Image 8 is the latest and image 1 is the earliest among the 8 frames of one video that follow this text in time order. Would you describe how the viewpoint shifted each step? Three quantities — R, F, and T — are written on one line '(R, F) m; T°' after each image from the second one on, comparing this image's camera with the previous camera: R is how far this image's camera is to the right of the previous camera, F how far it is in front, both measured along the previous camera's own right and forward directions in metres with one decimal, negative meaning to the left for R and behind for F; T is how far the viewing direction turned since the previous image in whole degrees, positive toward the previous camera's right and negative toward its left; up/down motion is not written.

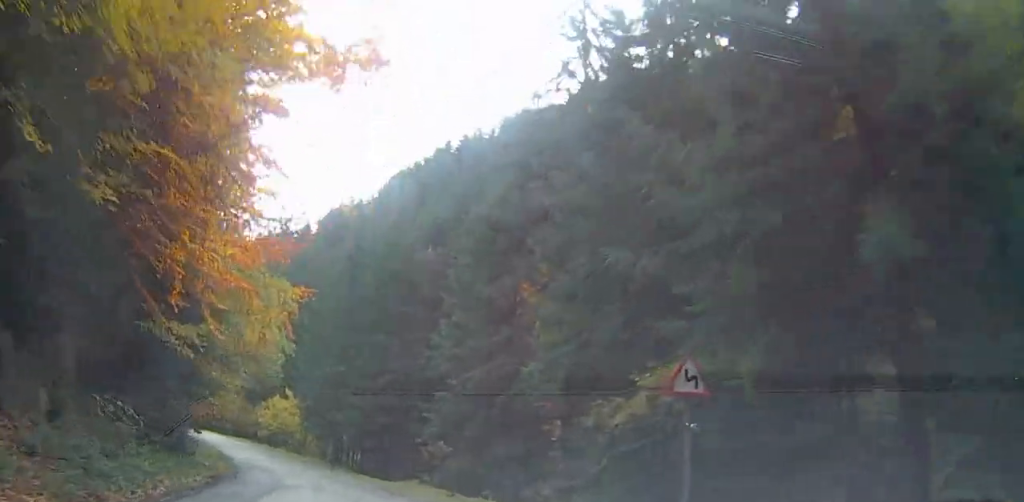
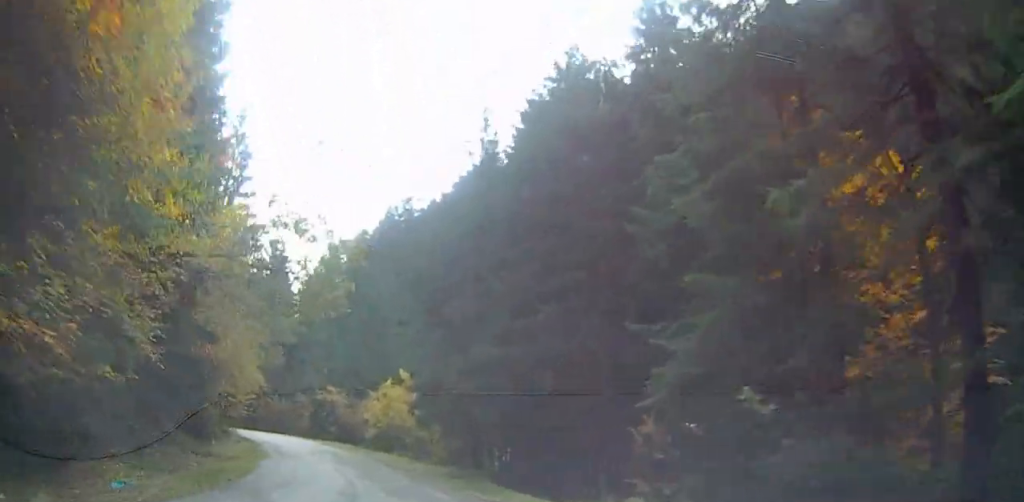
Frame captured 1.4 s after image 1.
(-0.9, +18.1) m; -9°
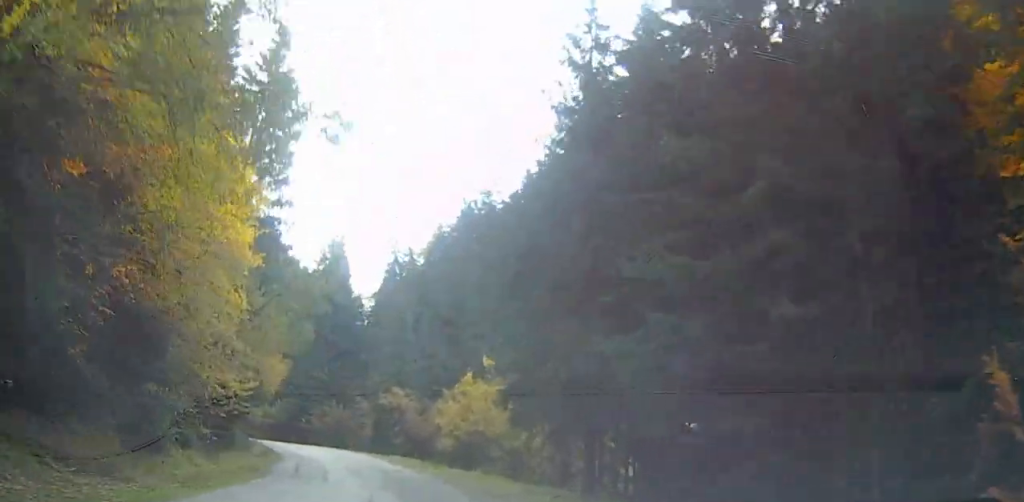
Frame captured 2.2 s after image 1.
(-1.1, +10.9) m; -6°
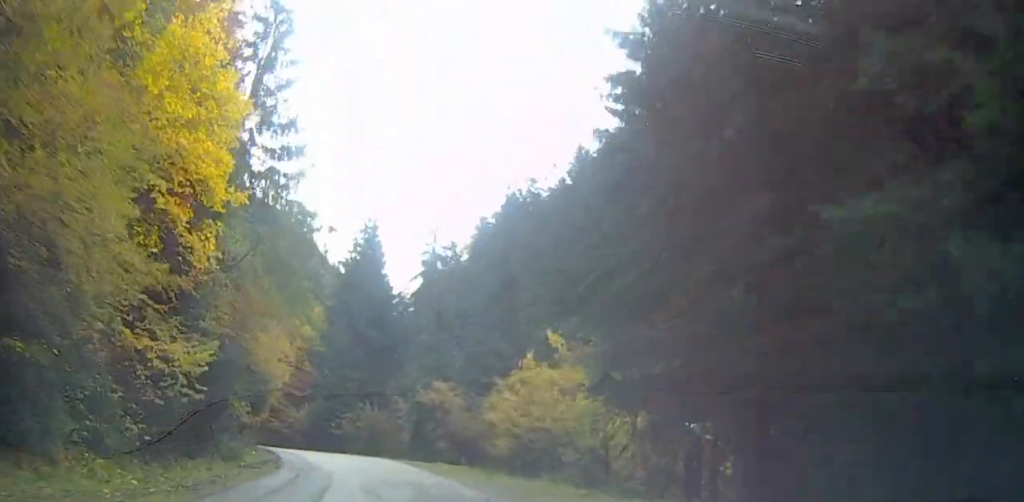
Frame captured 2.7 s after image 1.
(-0.2, +7.1) m; -2°
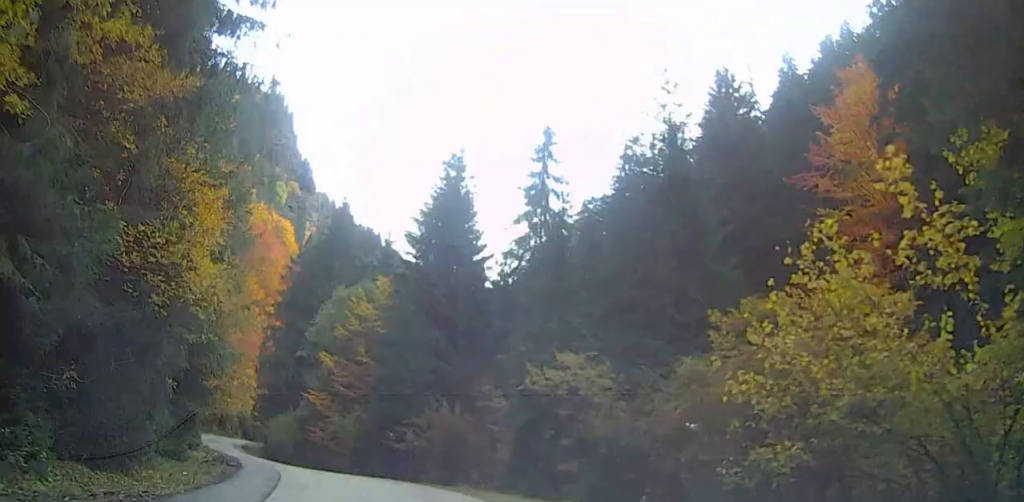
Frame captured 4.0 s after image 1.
(0.0, +17.0) m; -6°
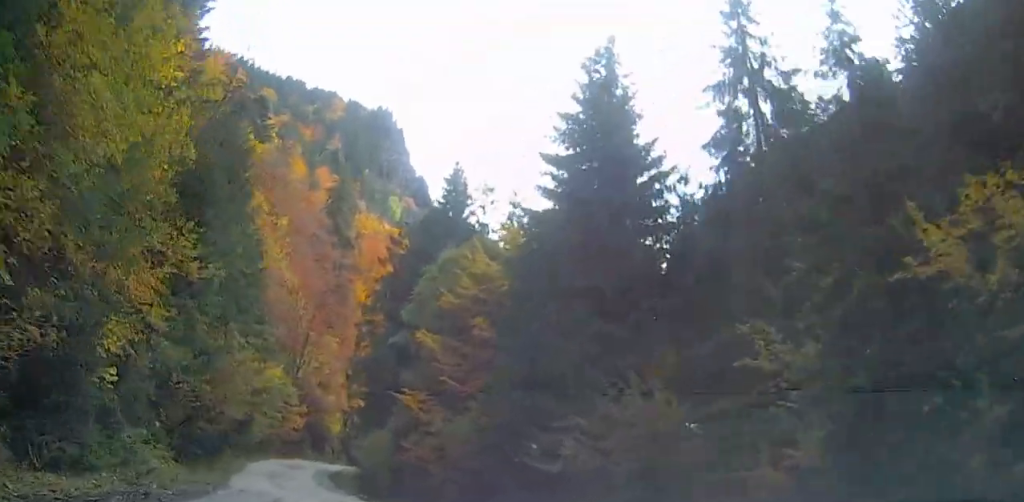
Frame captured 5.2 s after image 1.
(-2.3, +15.9) m; -17°
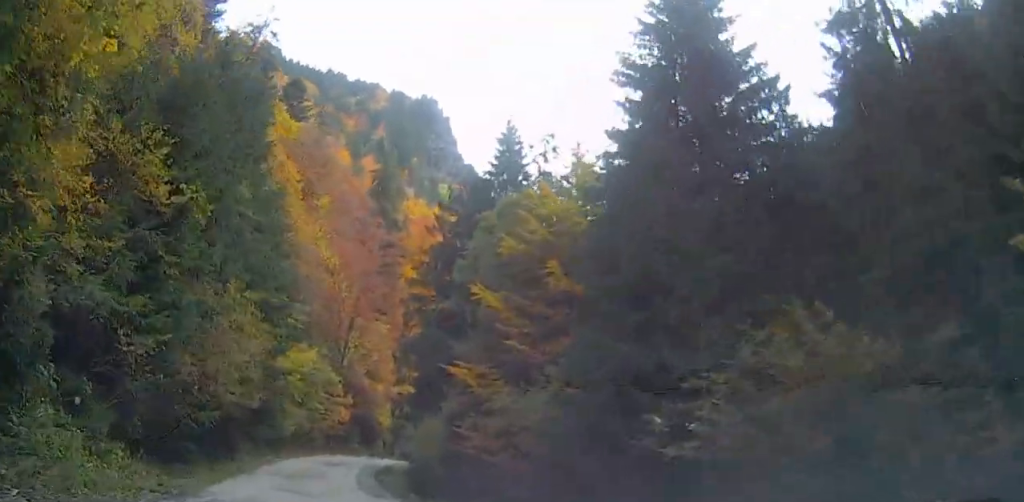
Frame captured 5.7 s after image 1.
(-0.5, +6.9) m; -13°
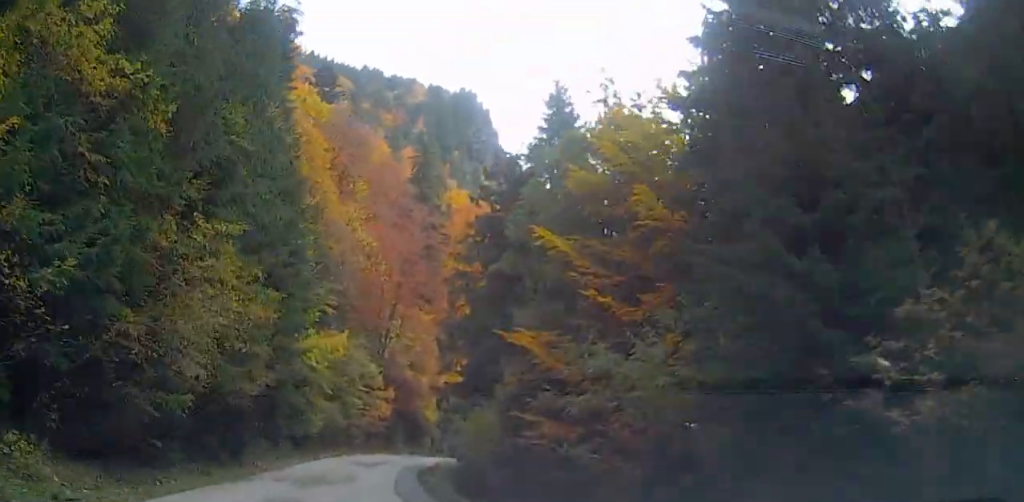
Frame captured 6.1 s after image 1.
(+0.6, +6.1) m; -16°
